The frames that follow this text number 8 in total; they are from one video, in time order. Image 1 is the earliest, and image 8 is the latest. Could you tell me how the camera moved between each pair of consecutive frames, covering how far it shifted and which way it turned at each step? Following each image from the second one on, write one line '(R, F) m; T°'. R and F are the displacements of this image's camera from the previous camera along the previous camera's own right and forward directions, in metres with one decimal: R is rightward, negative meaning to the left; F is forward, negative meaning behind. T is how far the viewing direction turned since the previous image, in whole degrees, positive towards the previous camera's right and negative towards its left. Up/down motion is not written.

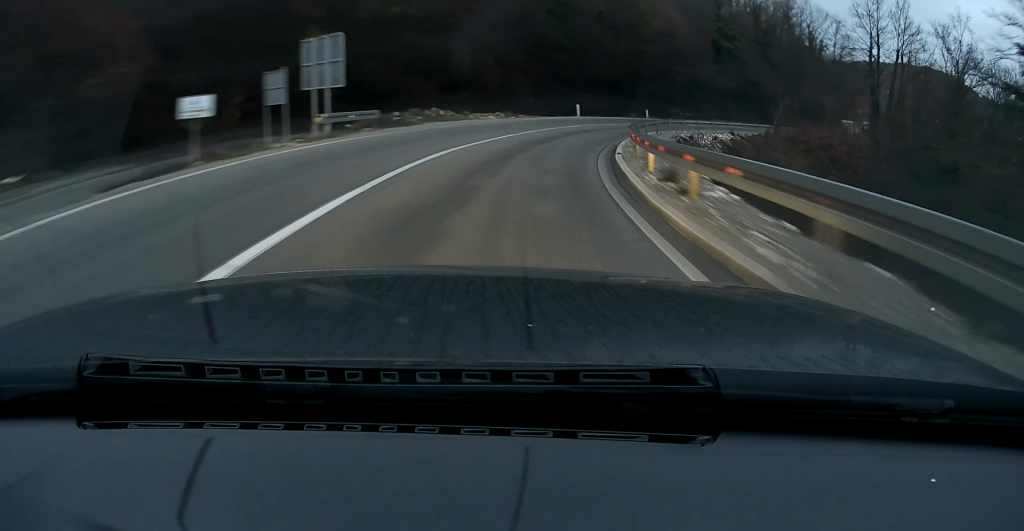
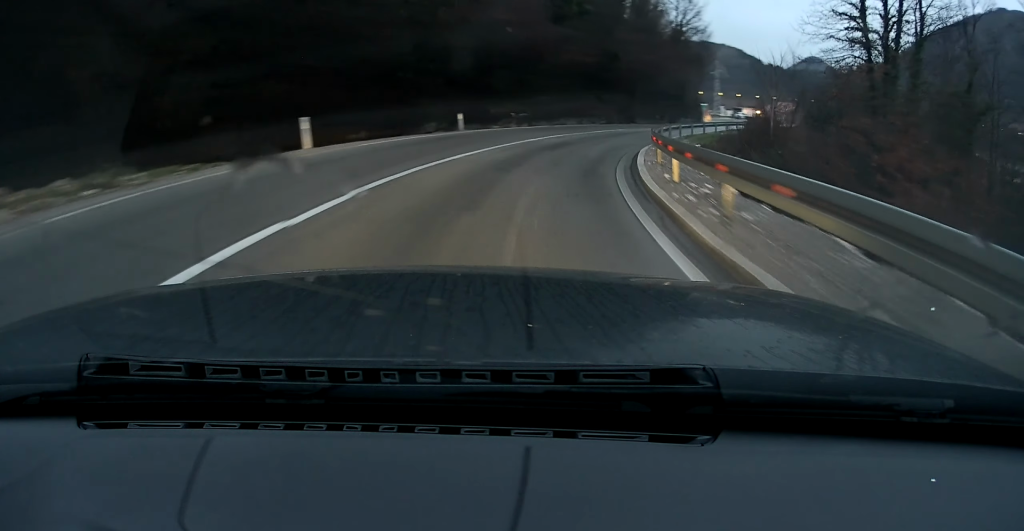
(+4.8, +30.2) m; +19°
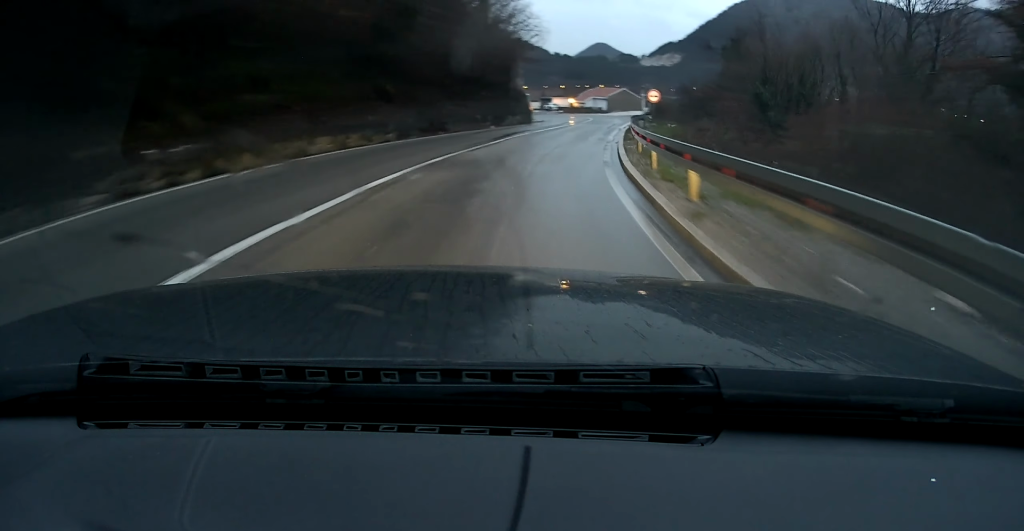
(+4.5, +23.8) m; +14°
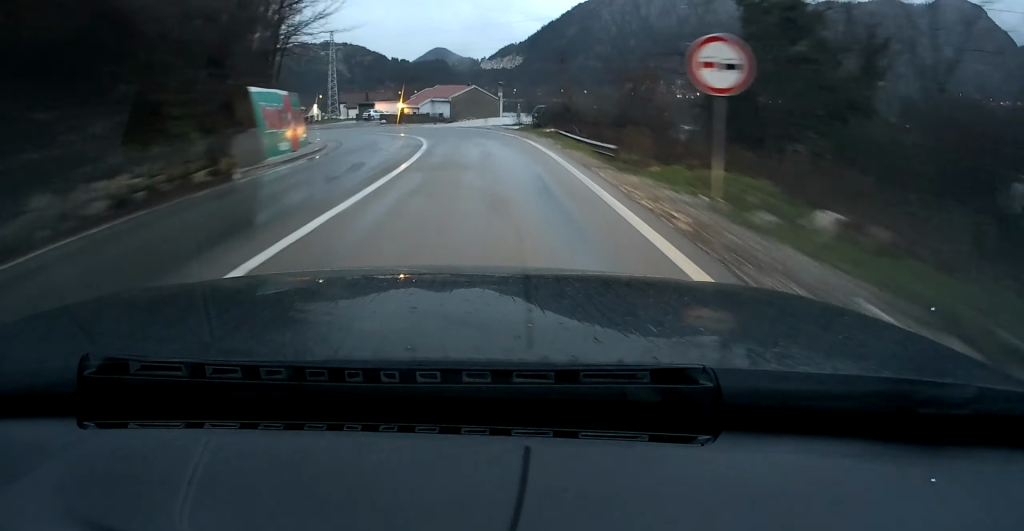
(+5.6, +34.6) m; +8°
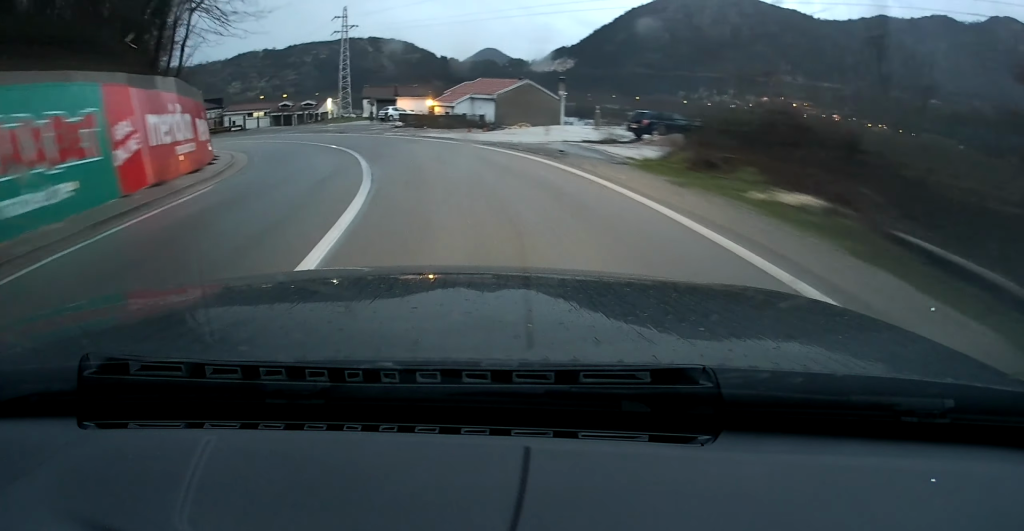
(+0.2, +21.6) m; -6°
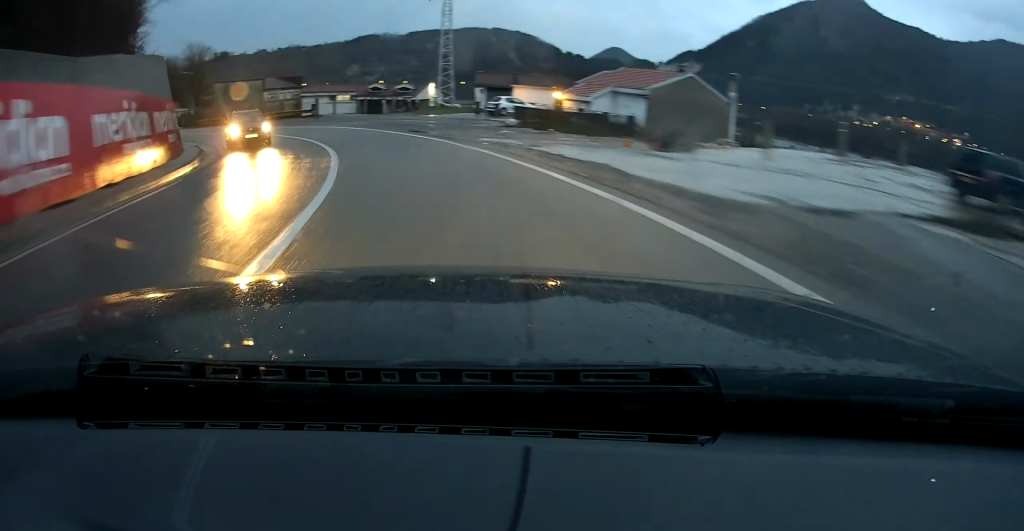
(+0.4, +17.9) m; -10°
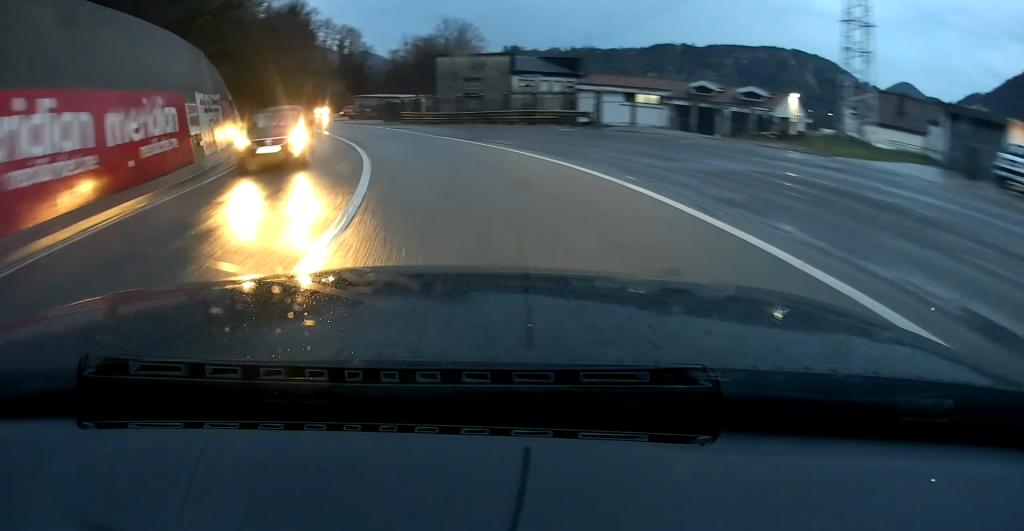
(-6.8, +31.0) m; -21°
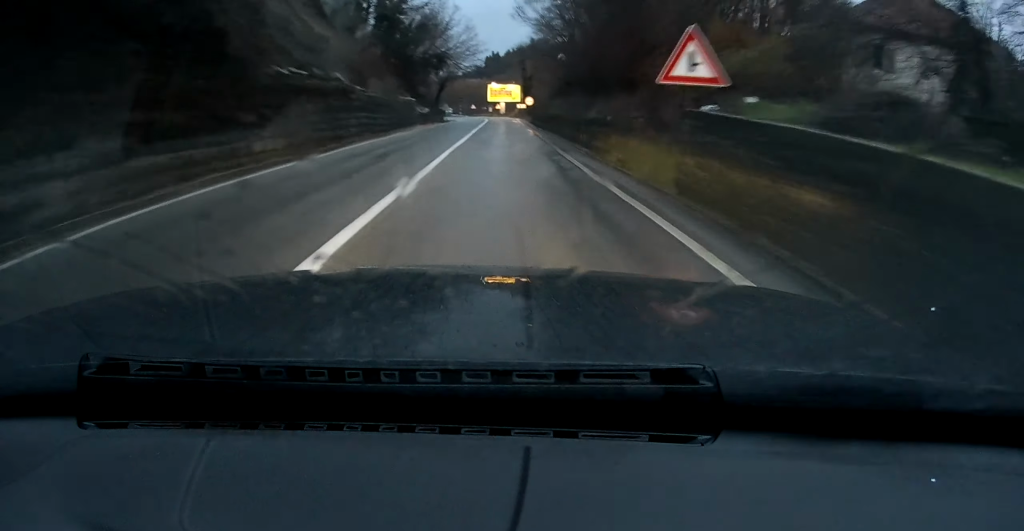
(-16.7, +107.4) m; -1°
